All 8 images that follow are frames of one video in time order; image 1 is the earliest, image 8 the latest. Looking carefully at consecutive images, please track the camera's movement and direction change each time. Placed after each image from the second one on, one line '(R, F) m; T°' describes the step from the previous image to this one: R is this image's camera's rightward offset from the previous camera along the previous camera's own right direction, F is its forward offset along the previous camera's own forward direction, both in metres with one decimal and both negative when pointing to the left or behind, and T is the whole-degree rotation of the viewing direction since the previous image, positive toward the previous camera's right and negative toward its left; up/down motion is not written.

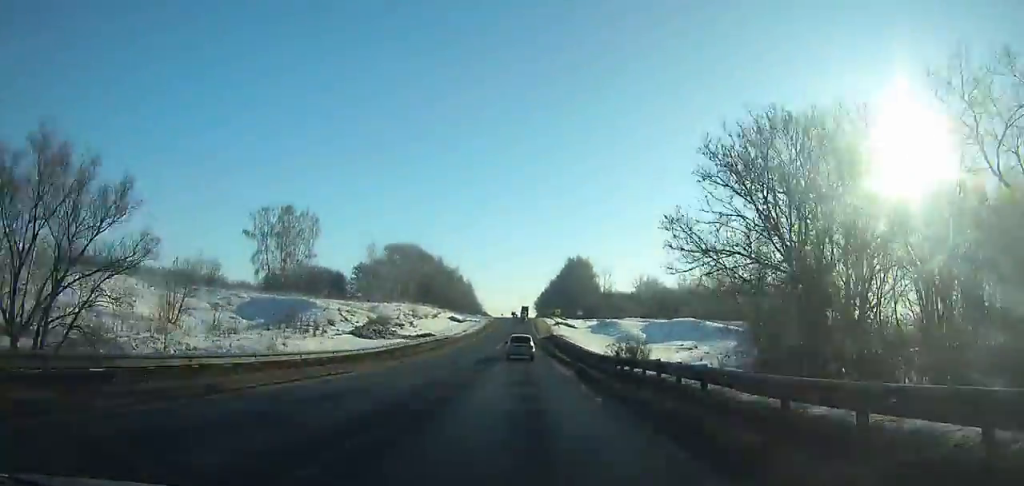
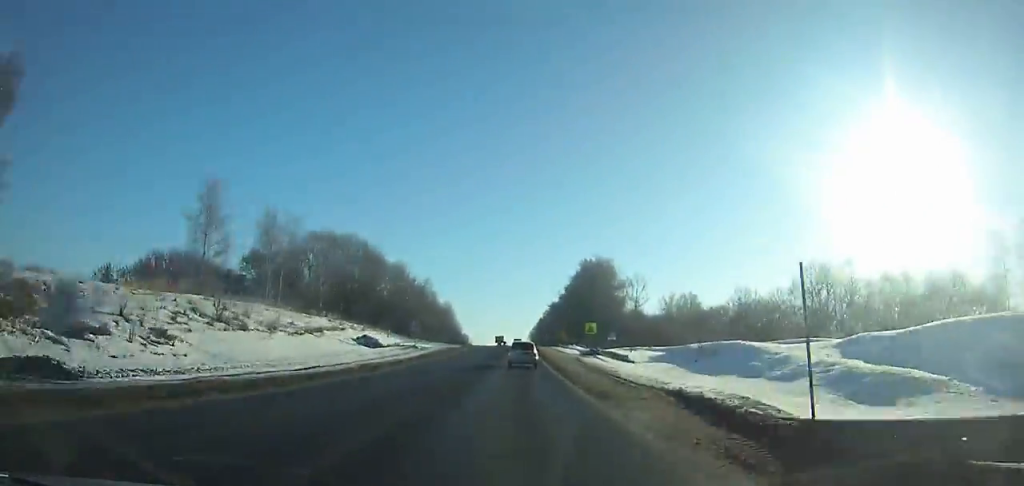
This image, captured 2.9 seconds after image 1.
(+0.2, +66.9) m; 0°
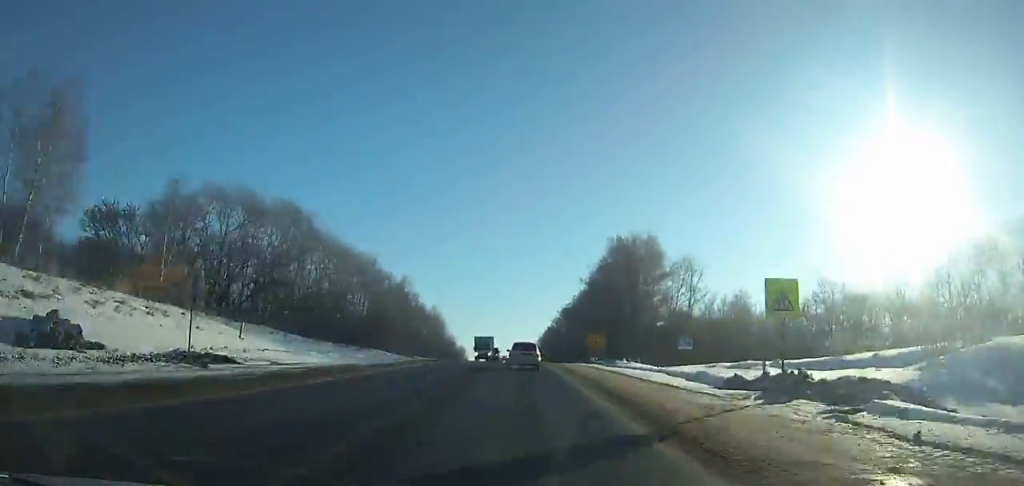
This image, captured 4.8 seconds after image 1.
(+0.1, +43.0) m; 0°
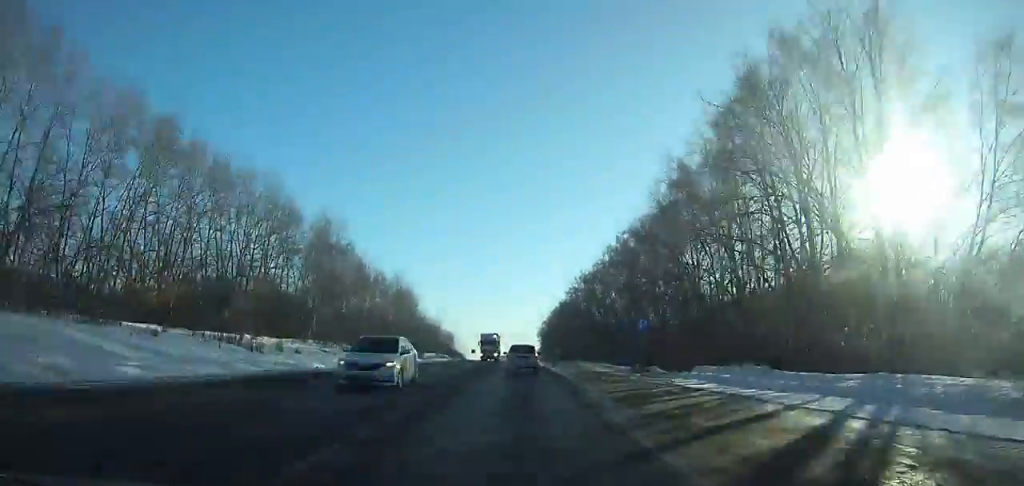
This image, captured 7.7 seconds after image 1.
(+0.1, +63.8) m; 0°
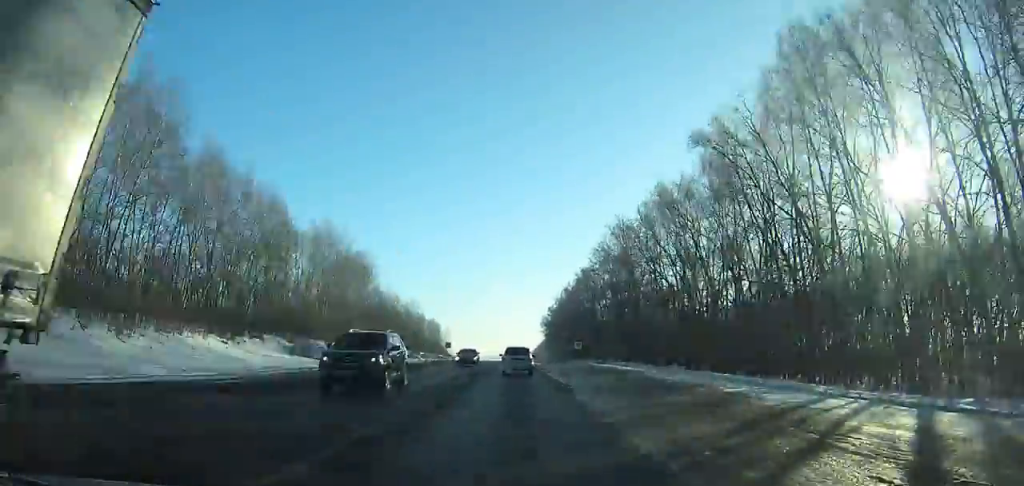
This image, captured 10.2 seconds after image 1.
(-0.4, +54.0) m; 0°
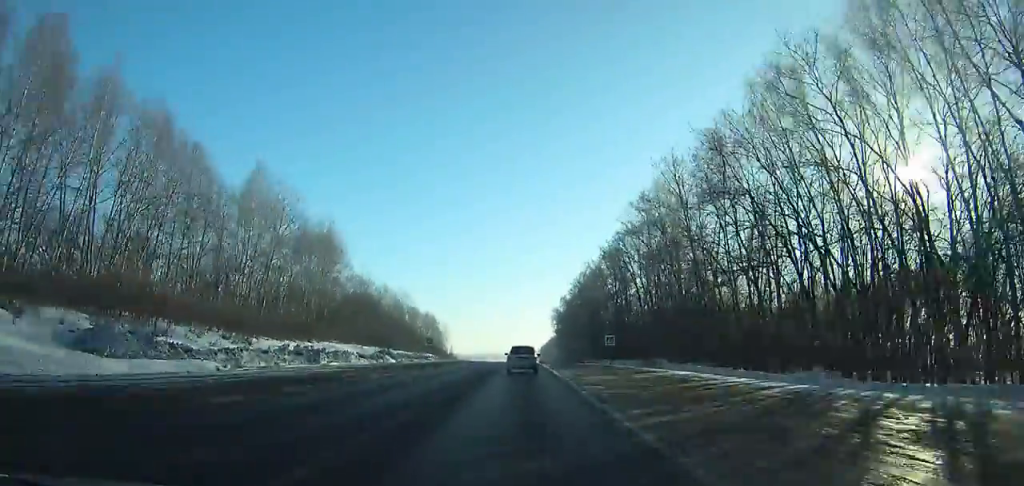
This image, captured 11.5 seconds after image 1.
(0.0, +28.1) m; 0°
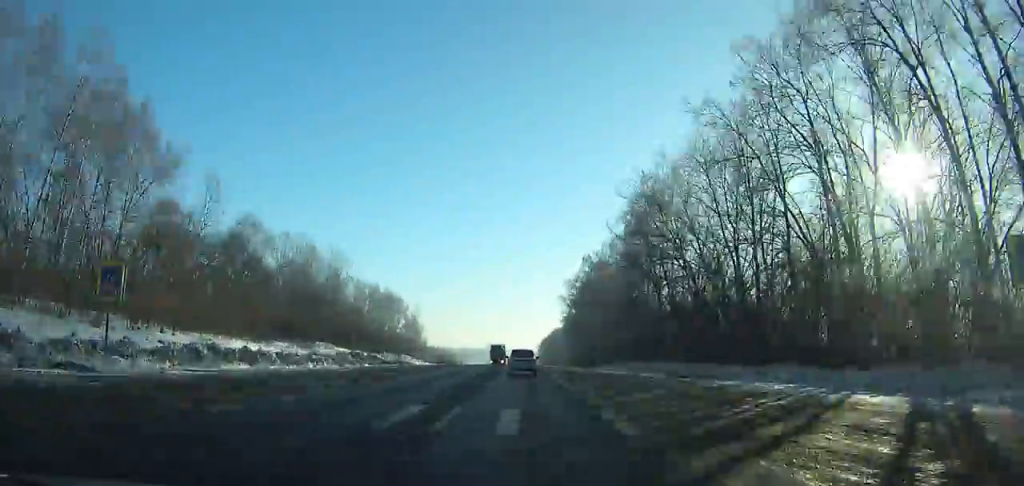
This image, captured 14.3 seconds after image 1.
(+0.1, +60.6) m; 0°
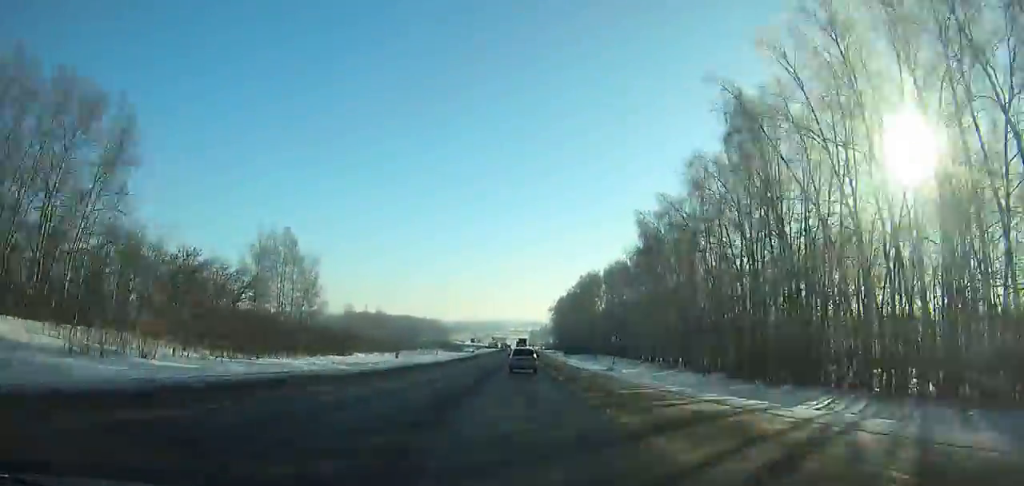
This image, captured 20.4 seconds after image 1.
(-0.4, +135.3) m; 0°
